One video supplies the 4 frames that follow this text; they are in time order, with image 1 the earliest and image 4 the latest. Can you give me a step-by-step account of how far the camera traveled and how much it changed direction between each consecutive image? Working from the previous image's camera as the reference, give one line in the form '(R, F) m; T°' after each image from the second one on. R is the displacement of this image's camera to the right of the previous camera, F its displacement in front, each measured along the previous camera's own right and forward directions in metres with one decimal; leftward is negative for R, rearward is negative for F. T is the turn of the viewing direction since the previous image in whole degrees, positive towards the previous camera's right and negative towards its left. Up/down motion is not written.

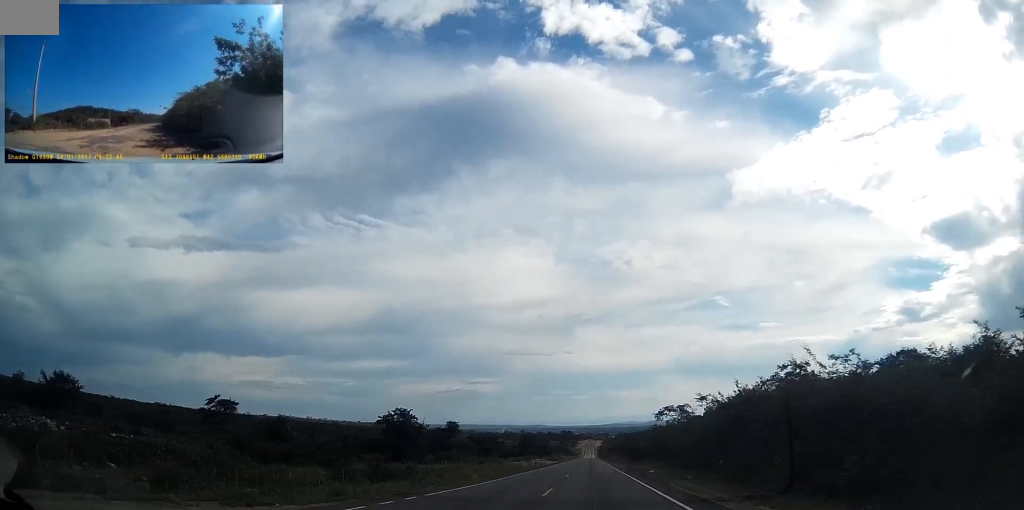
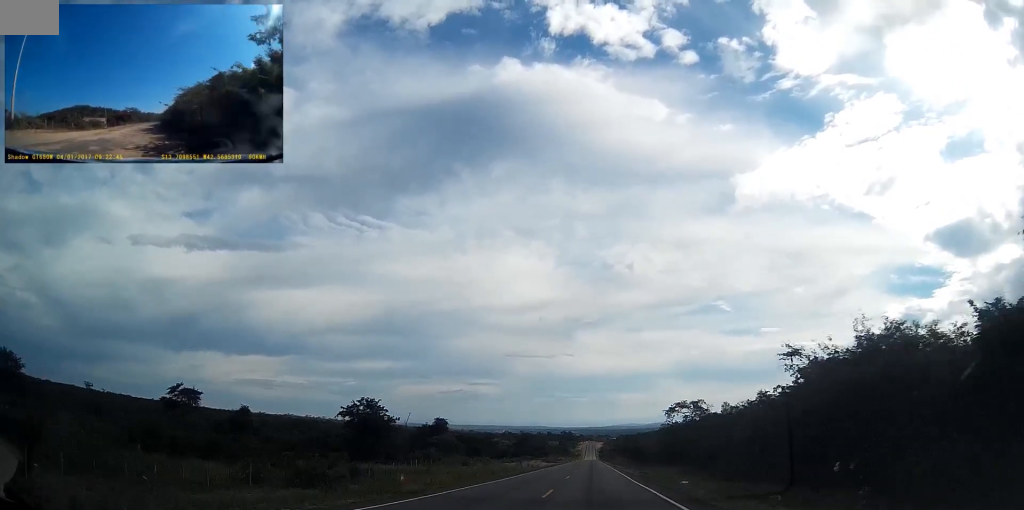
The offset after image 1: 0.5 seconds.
(0.0, +17.4) m; 0°
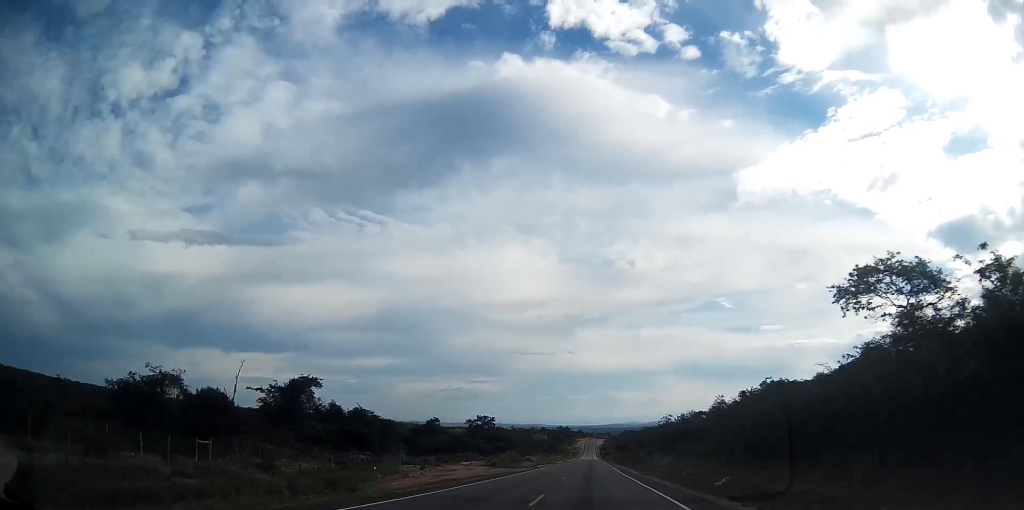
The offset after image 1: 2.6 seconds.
(-0.4, +78.9) m; -1°
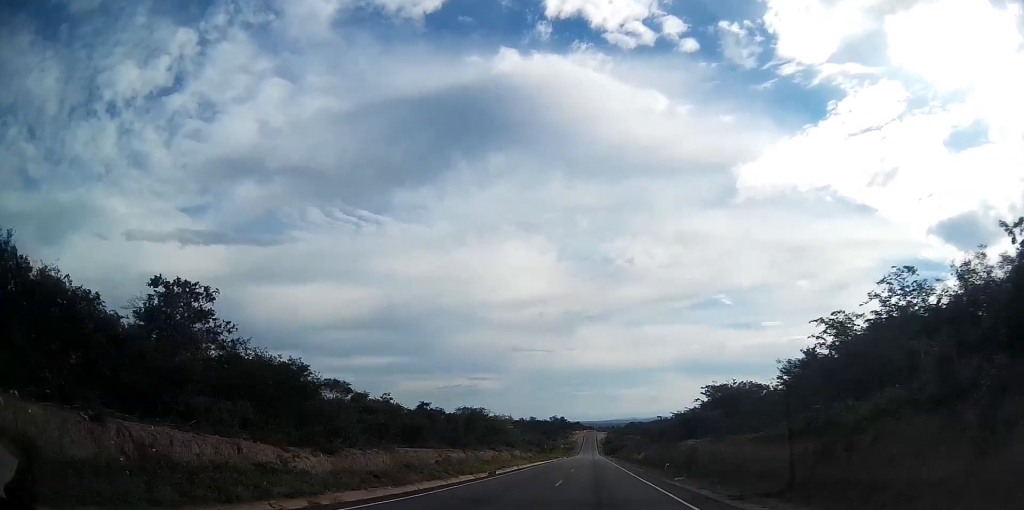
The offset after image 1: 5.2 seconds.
(+0.2, +101.2) m; 0°
